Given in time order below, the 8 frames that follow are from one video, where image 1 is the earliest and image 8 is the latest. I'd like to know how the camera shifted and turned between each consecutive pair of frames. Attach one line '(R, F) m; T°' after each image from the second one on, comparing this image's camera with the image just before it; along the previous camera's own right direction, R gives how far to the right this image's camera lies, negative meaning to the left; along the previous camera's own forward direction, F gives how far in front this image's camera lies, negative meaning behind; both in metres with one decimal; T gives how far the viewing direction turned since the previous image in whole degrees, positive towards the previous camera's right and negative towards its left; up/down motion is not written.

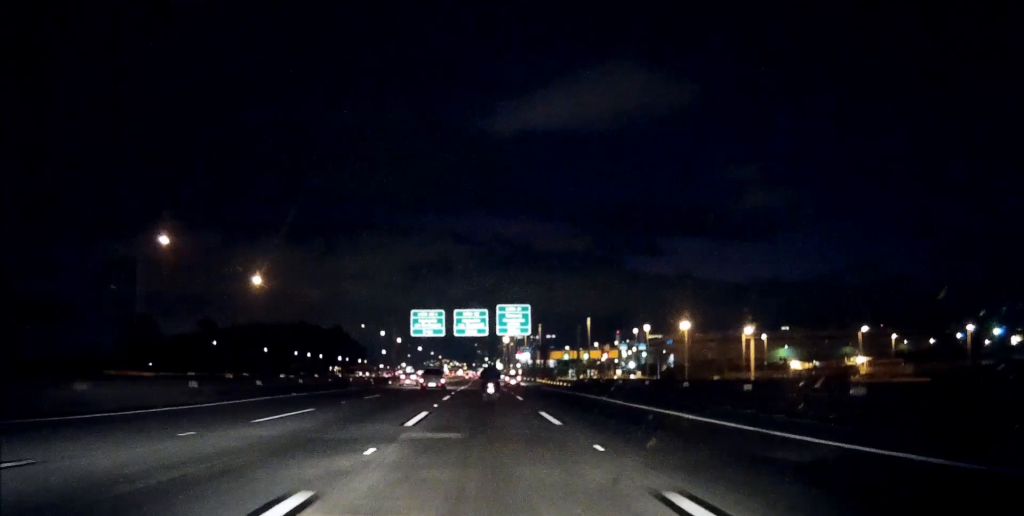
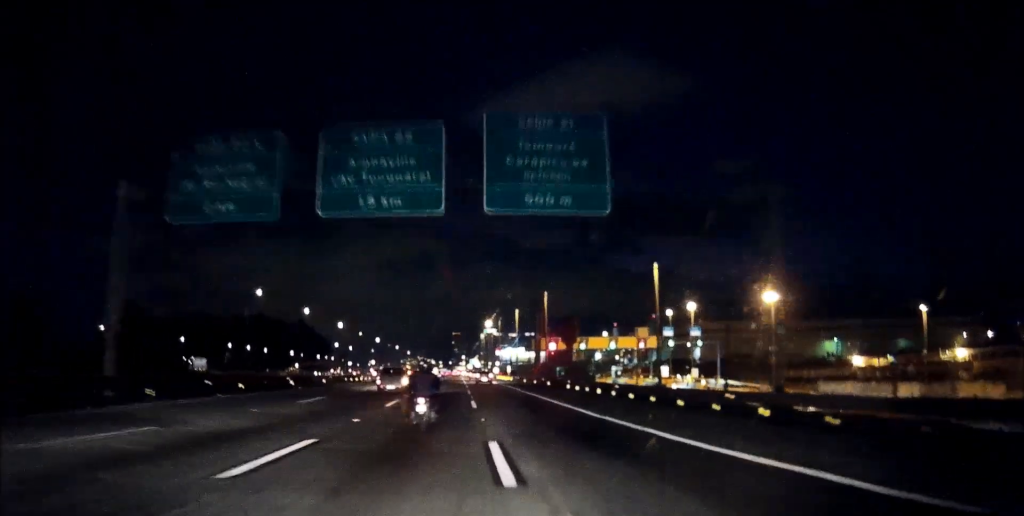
(+1.0, +67.4) m; +2°
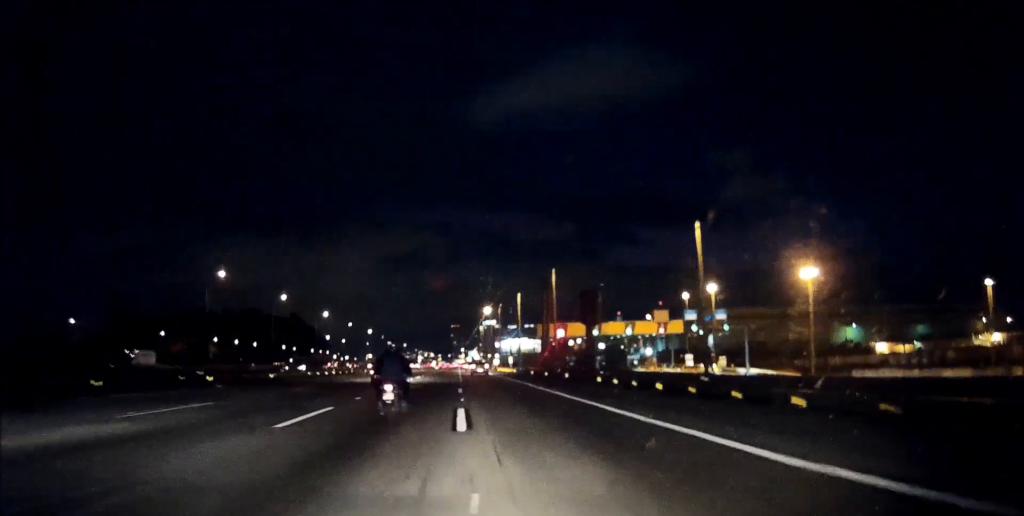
(+0.2, +15.3) m; 0°
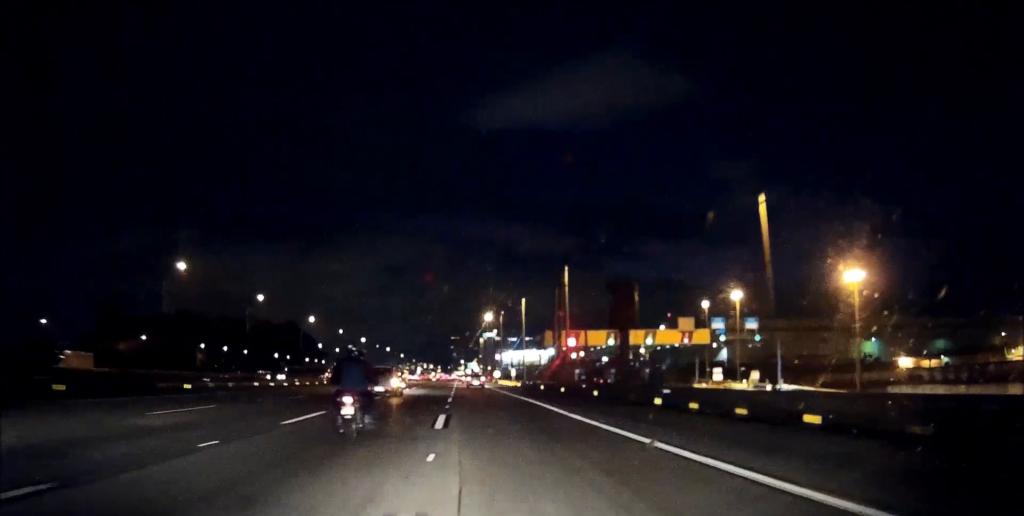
(+0.1, +13.7) m; 0°
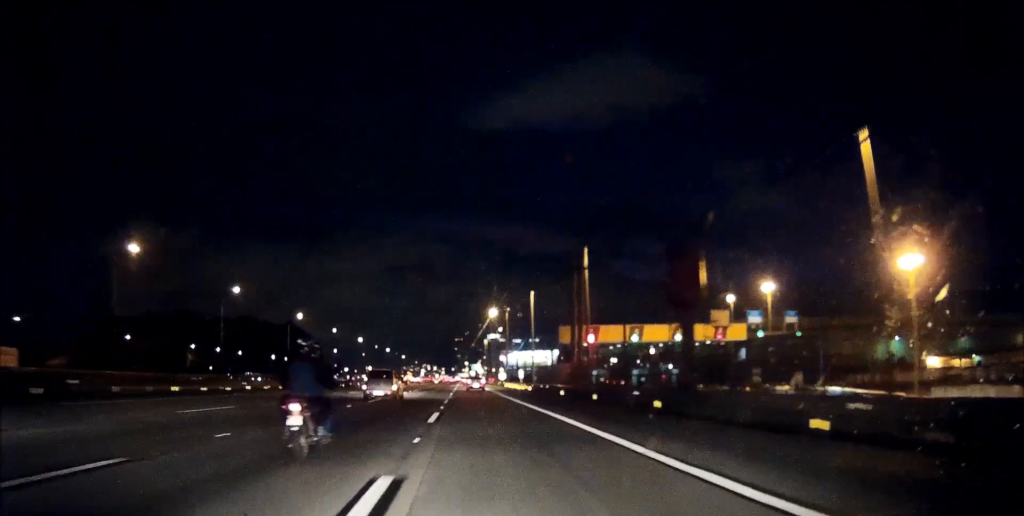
(-0.1, +13.0) m; 0°
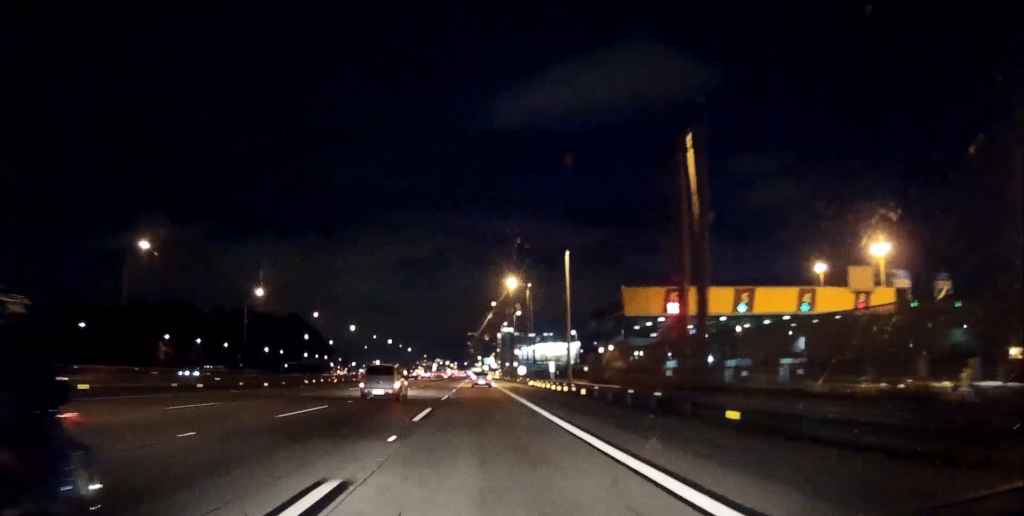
(-0.2, +32.3) m; -1°
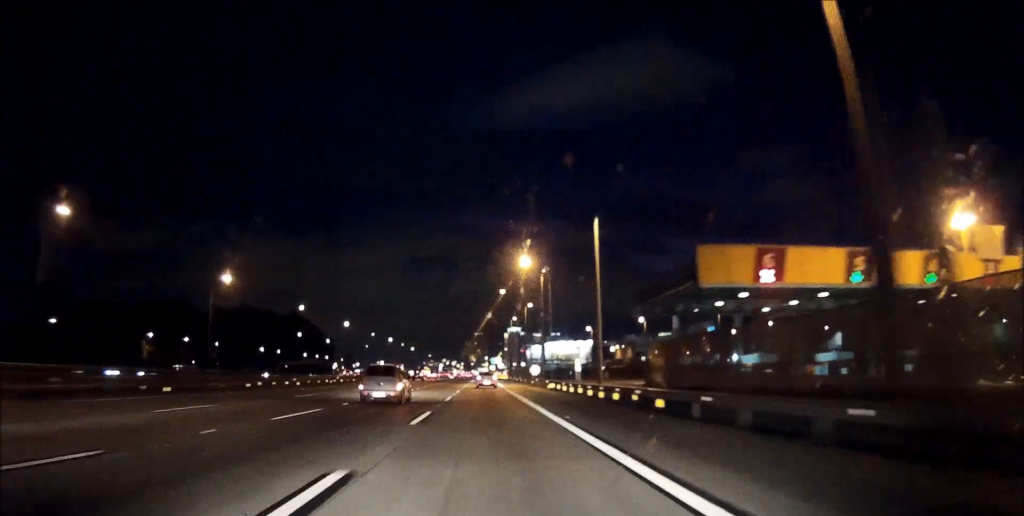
(-0.1, +16.5) m; 0°
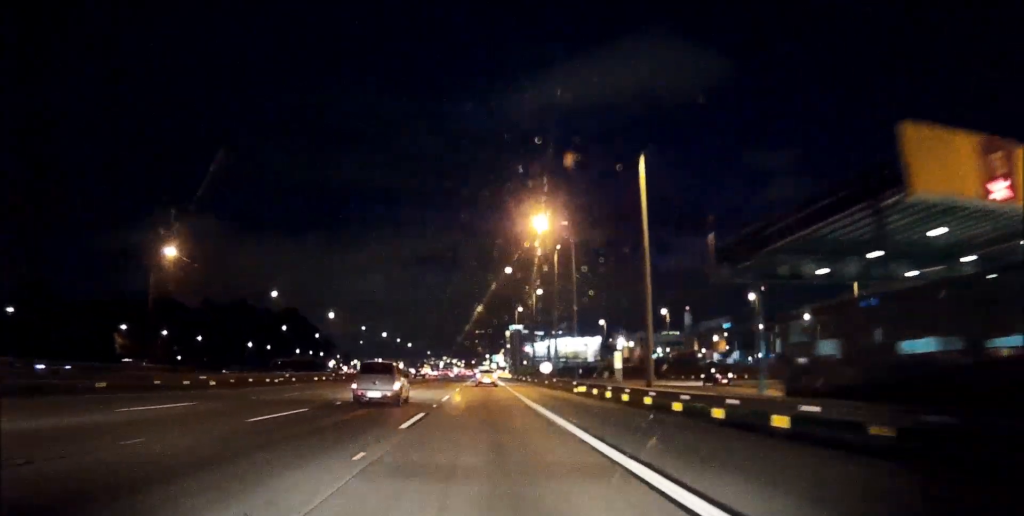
(-0.1, +18.2) m; 0°
